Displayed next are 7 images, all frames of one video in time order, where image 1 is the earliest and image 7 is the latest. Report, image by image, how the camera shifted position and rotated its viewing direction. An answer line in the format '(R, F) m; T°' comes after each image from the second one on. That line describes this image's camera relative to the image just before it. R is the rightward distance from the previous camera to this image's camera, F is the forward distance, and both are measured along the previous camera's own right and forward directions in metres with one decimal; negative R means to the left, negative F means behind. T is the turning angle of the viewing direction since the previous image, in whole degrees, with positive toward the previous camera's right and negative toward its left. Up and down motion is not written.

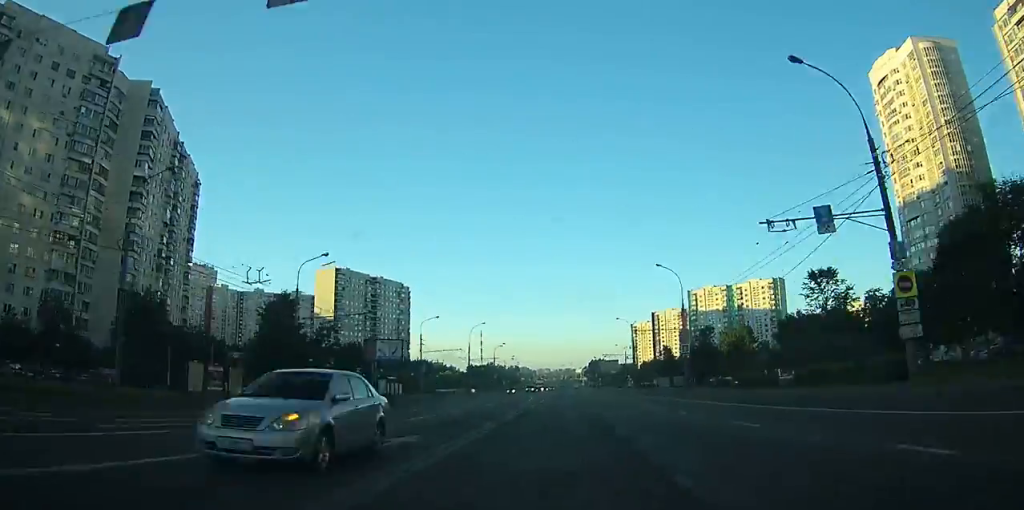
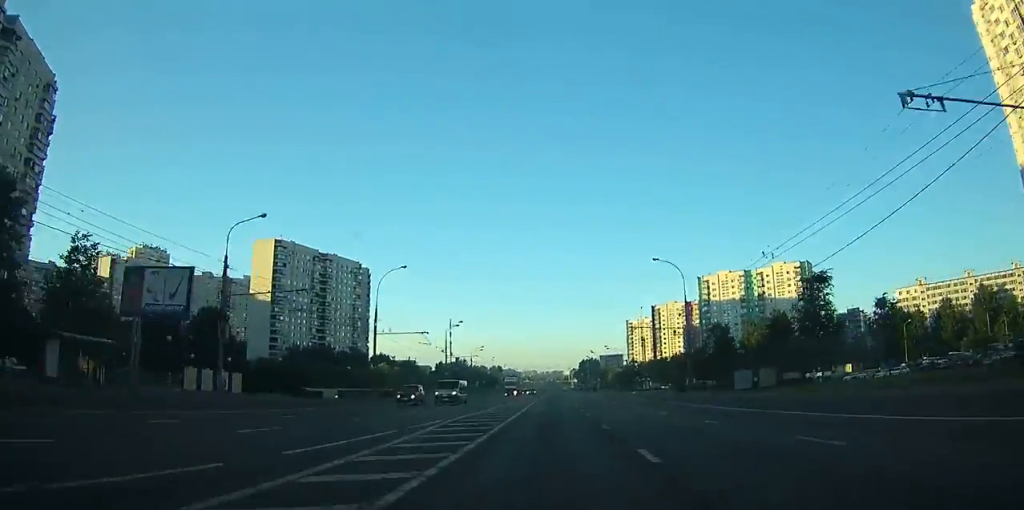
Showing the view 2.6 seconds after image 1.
(+0.1, +50.3) m; 0°
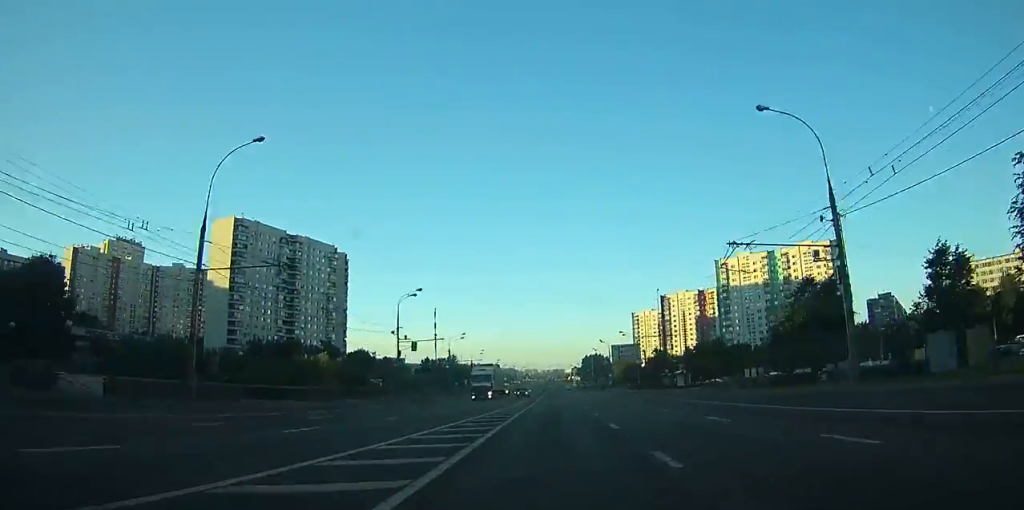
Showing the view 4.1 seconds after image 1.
(-0.1, +30.9) m; 0°
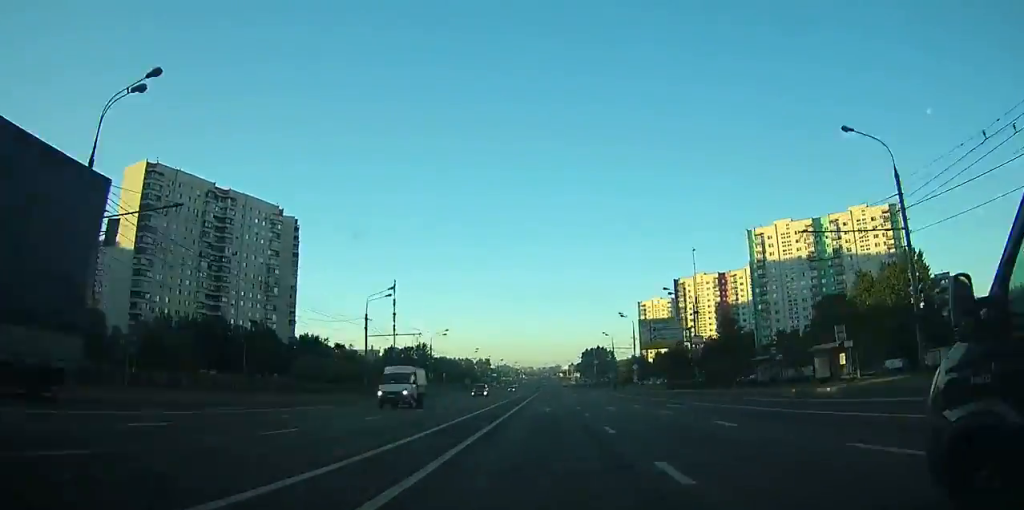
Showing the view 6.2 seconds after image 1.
(+0.1, +45.0) m; 0°
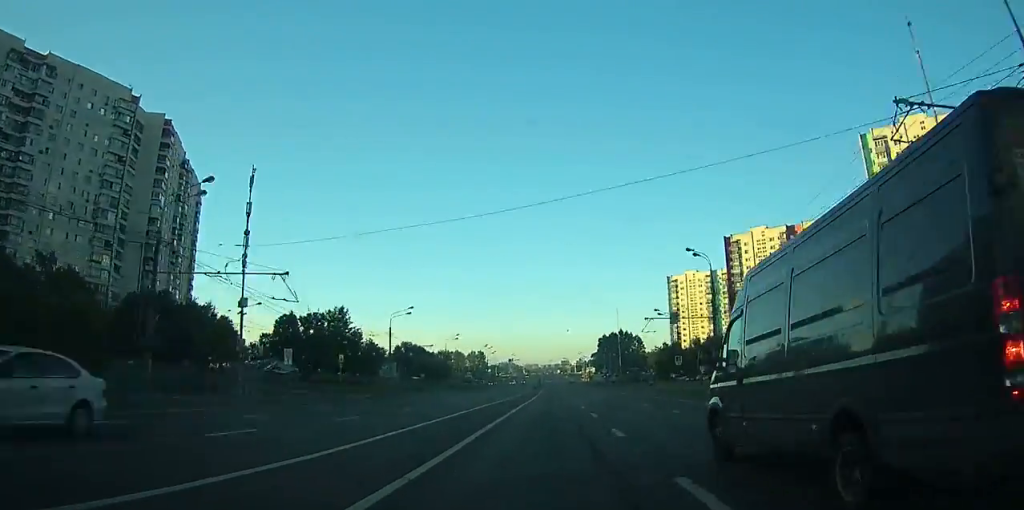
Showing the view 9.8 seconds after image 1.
(+0.1, +80.0) m; 0°
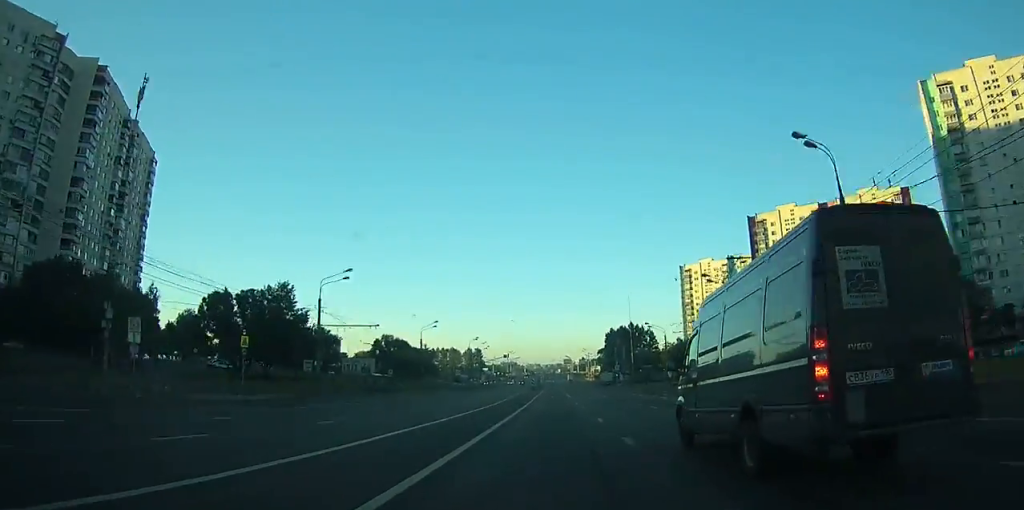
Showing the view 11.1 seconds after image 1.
(-0.1, +27.2) m; 0°
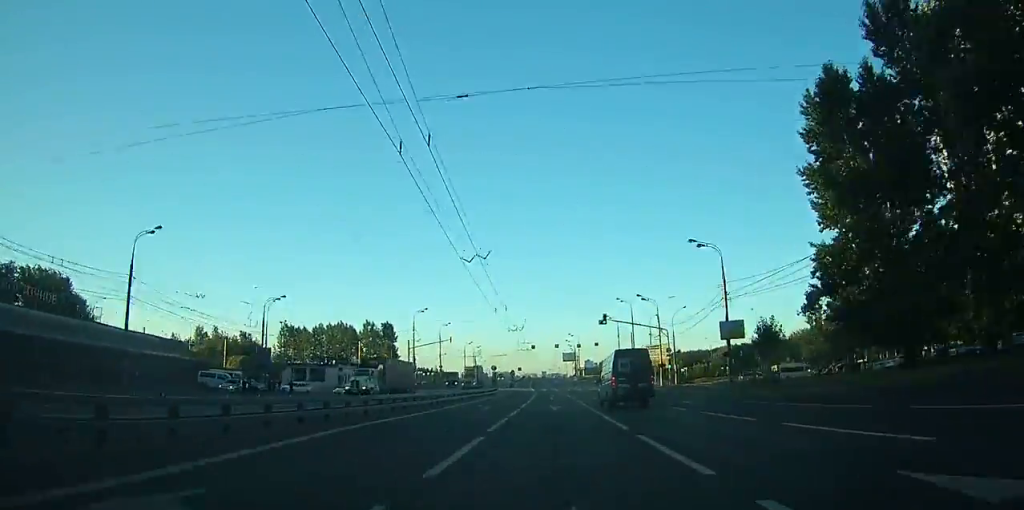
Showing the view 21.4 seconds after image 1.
(+2.8, +211.2) m; +1°
